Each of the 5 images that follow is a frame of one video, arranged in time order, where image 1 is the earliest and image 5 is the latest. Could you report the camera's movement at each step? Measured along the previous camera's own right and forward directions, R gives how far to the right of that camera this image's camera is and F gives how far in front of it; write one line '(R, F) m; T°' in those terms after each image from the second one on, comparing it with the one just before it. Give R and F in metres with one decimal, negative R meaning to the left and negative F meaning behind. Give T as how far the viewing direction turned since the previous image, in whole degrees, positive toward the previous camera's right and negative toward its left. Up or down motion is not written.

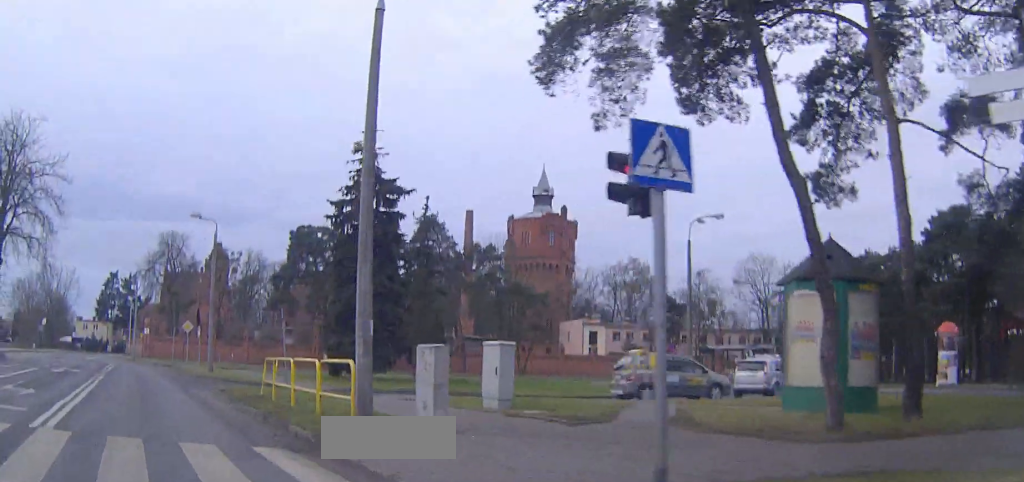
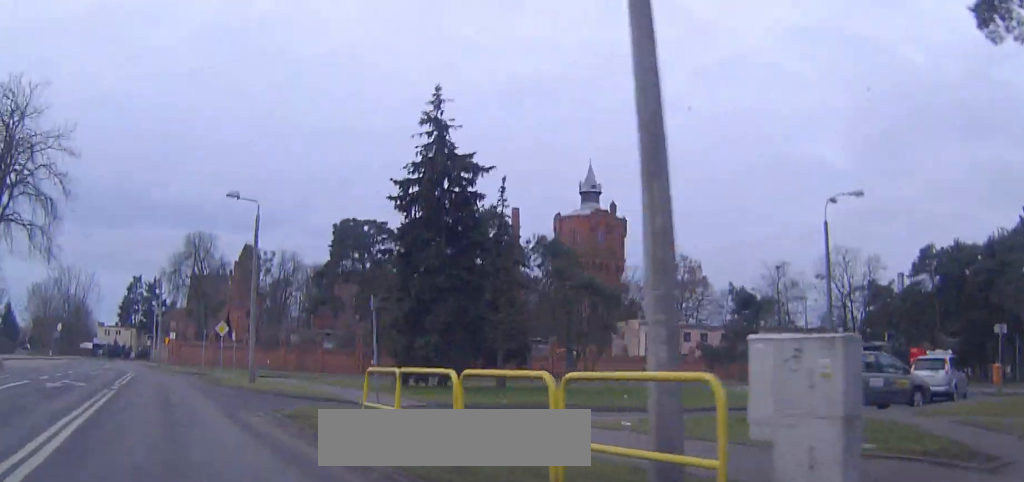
(-0.2, +7.2) m; -2°
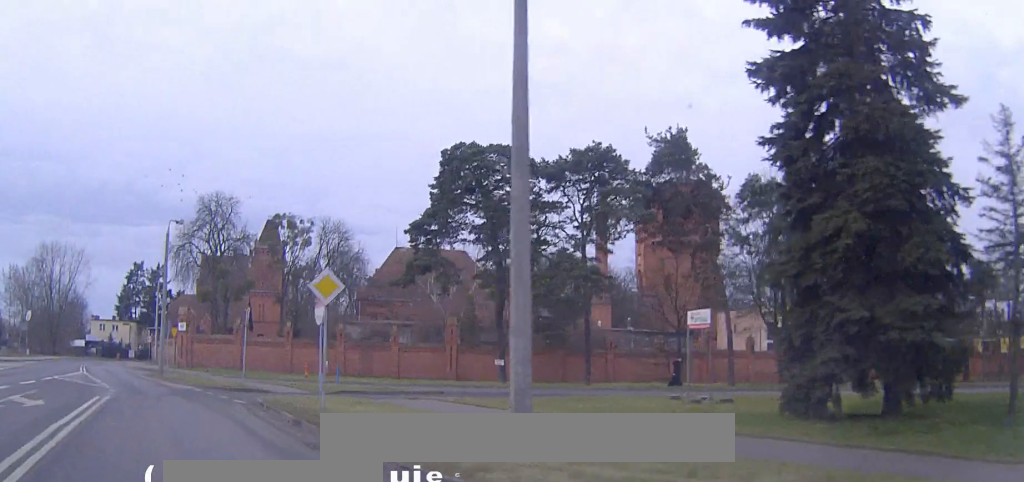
(-0.3, +25.1) m; -2°
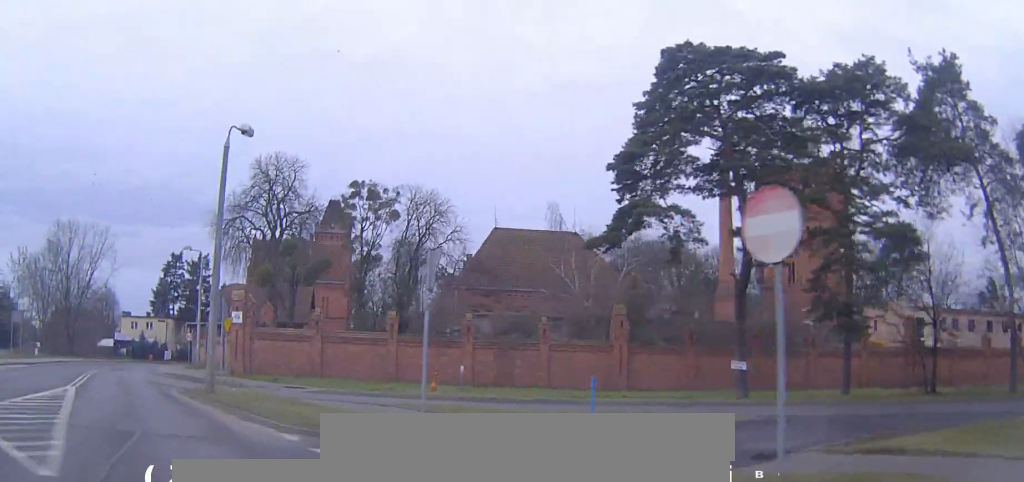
(-0.4, +17.6) m; -3°
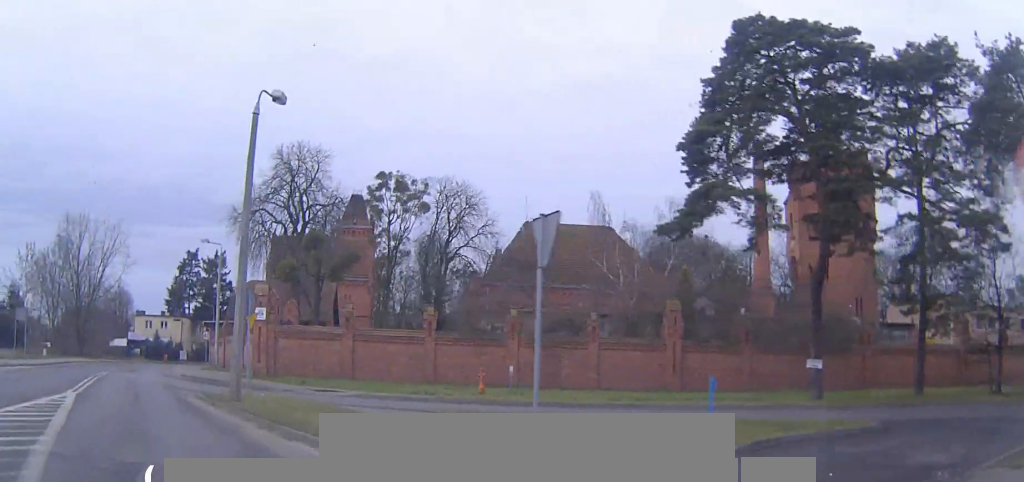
(+0.1, +3.3) m; -1°
